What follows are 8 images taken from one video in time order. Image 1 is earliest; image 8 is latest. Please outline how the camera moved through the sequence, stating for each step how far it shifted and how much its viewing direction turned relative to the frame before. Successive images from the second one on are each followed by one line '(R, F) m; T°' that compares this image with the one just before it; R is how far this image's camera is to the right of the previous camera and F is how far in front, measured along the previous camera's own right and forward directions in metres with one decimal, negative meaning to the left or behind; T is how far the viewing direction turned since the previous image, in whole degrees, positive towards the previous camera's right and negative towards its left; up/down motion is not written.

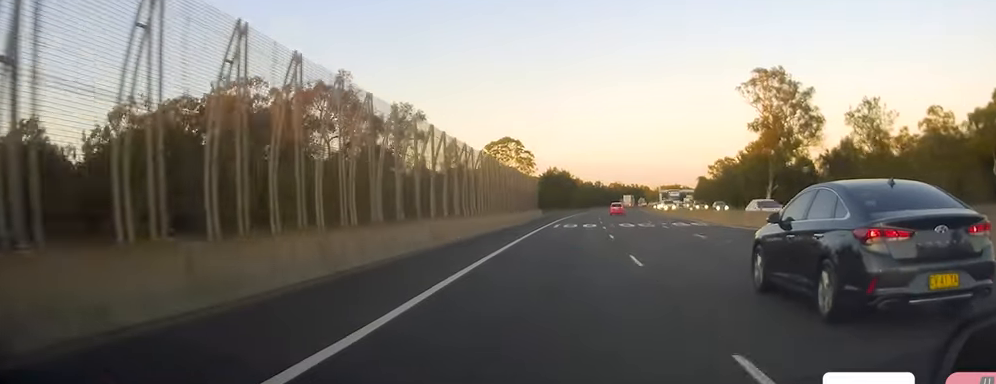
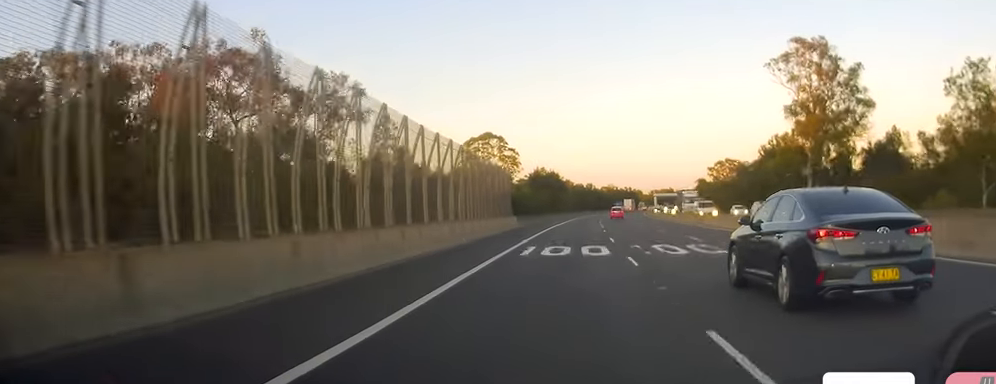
(+0.3, +22.3) m; 0°
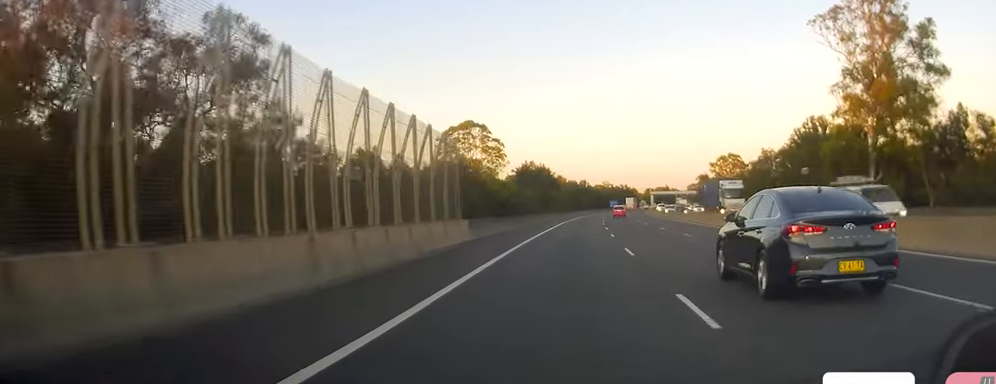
(-0.3, +20.6) m; 0°
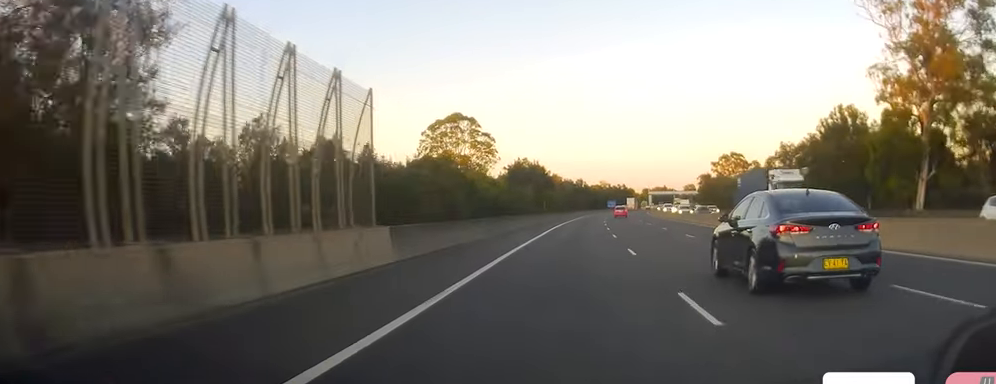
(+0.1, +11.6) m; +1°
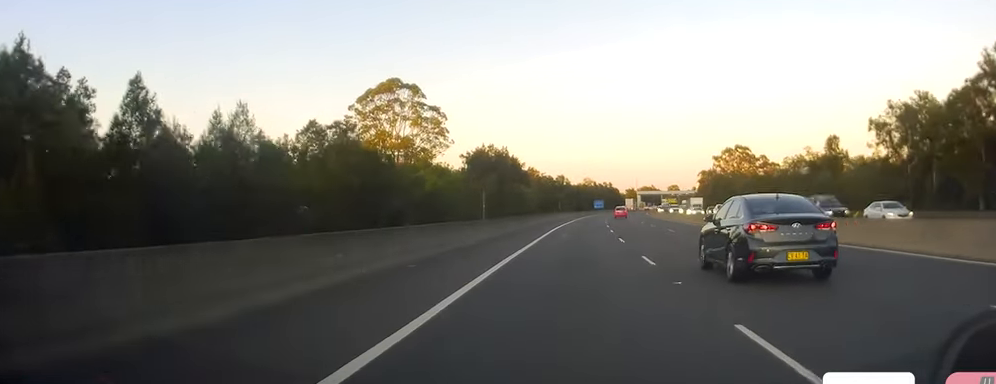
(+1.1, +38.4) m; +2°
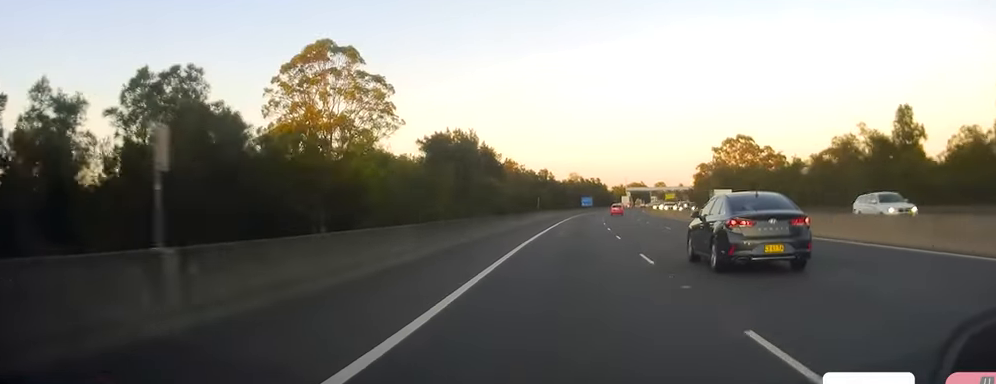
(+0.1, +24.1) m; +1°
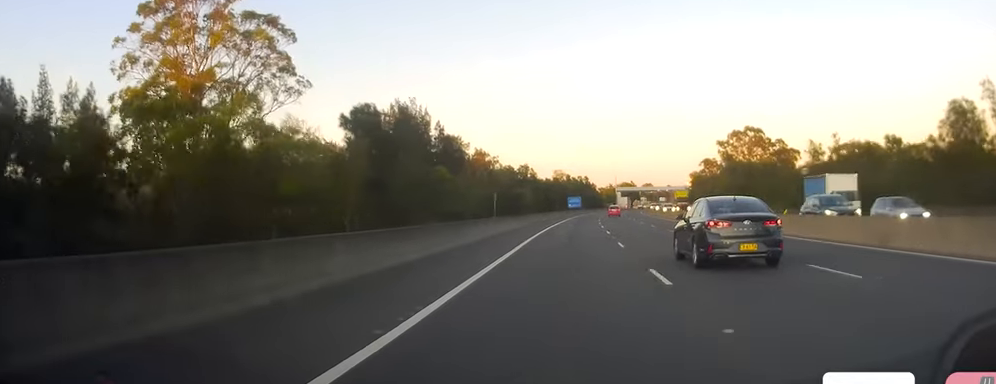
(+0.4, +27.8) m; +1°
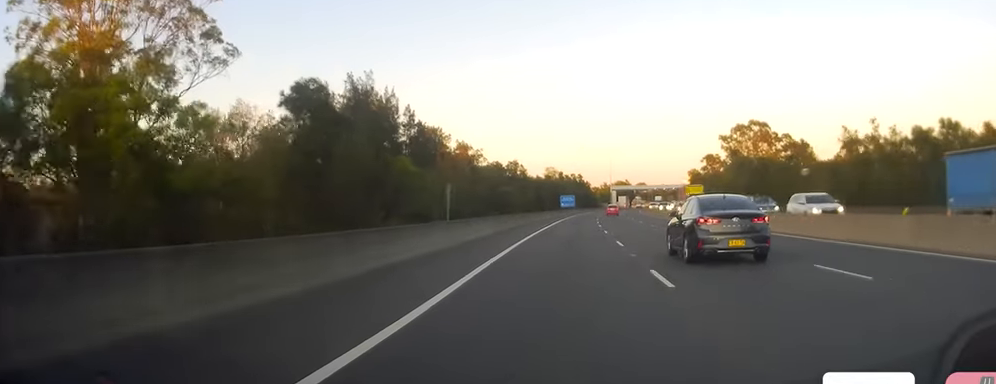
(+0.1, +12.6) m; 0°
